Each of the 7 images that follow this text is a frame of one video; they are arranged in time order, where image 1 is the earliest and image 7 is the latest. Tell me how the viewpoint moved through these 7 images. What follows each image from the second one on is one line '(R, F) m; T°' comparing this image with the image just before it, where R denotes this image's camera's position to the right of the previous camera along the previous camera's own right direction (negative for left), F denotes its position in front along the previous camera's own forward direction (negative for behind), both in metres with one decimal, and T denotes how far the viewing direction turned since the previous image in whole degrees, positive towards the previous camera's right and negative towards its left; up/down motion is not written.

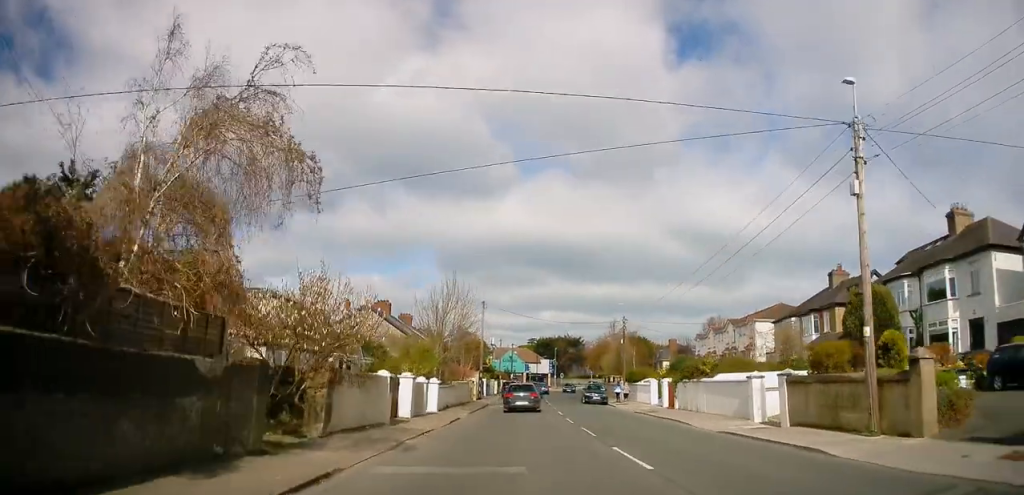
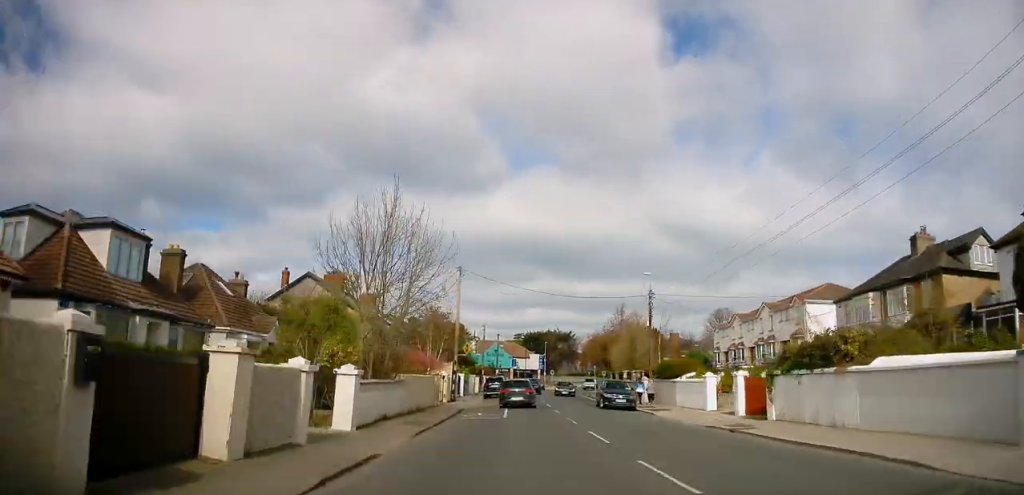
(+0.3, +14.5) m; +1°
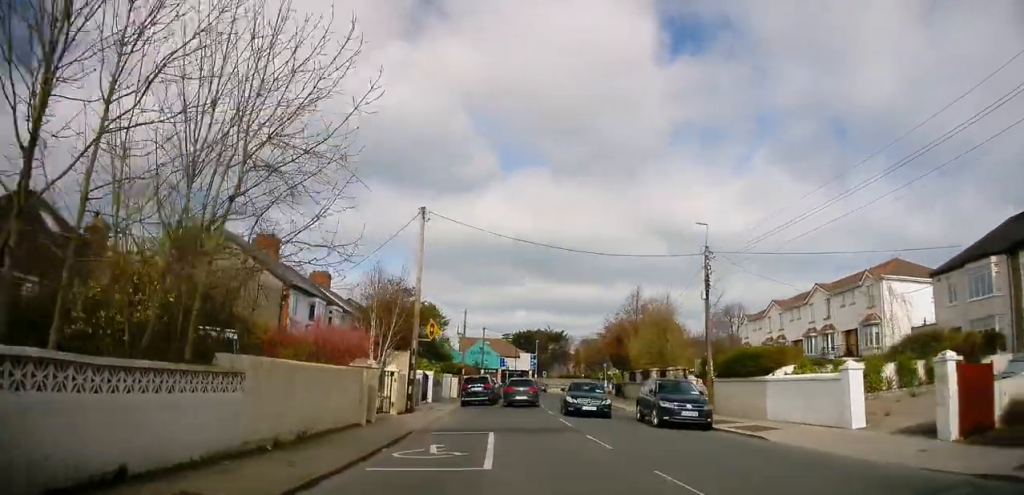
(0.0, +13.3) m; 0°
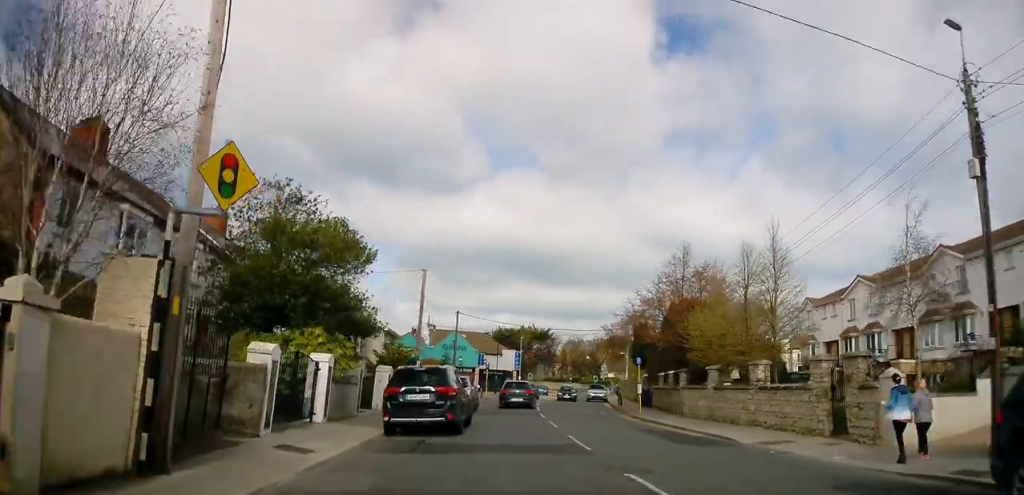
(0.0, +18.0) m; +3°
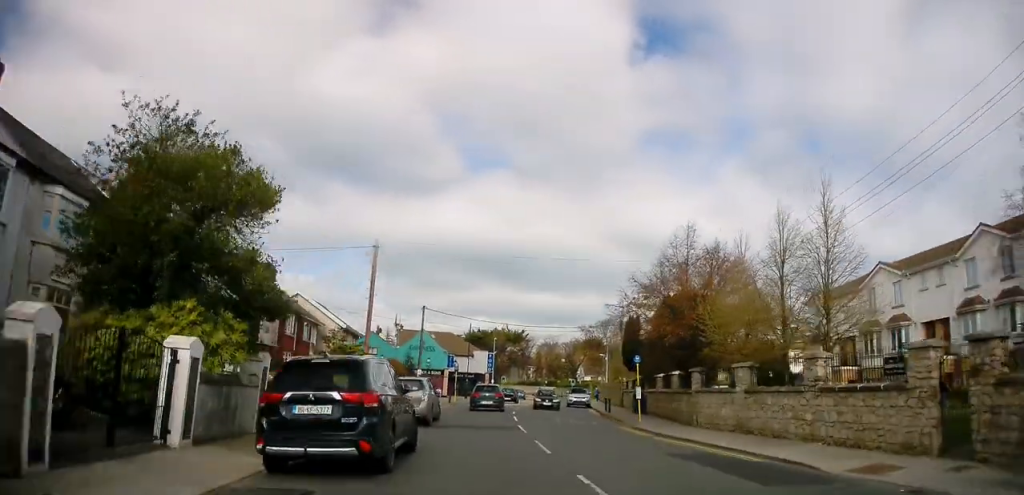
(+0.2, +5.9) m; +2°
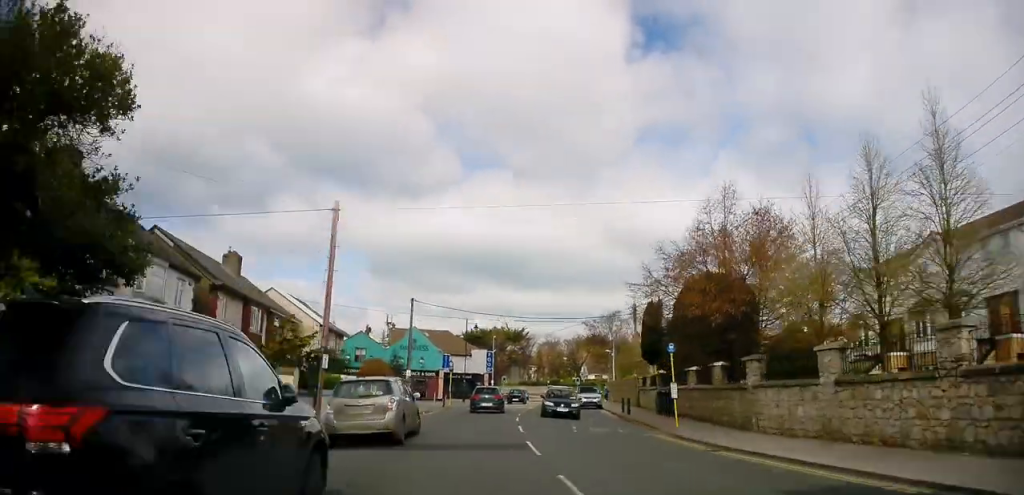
(+0.4, +5.9) m; +2°
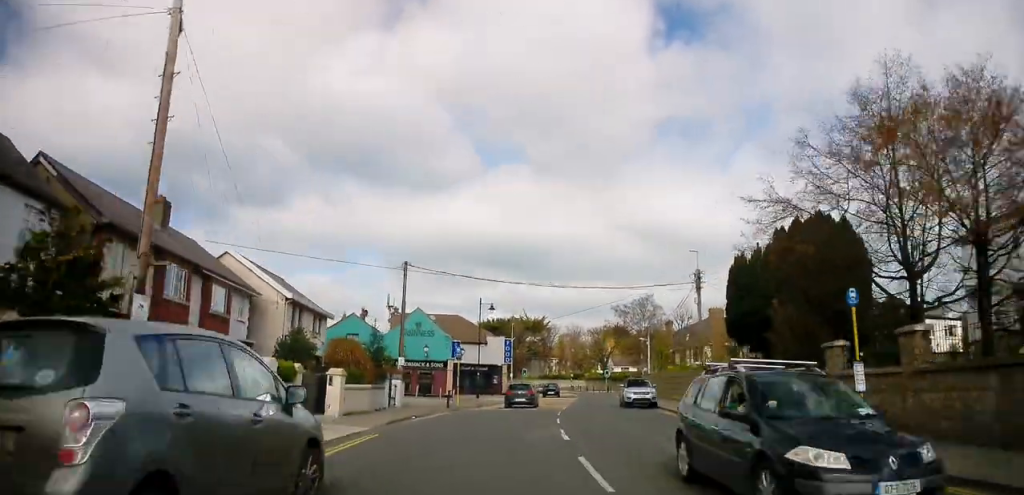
(-0.2, +11.1) m; -2°
